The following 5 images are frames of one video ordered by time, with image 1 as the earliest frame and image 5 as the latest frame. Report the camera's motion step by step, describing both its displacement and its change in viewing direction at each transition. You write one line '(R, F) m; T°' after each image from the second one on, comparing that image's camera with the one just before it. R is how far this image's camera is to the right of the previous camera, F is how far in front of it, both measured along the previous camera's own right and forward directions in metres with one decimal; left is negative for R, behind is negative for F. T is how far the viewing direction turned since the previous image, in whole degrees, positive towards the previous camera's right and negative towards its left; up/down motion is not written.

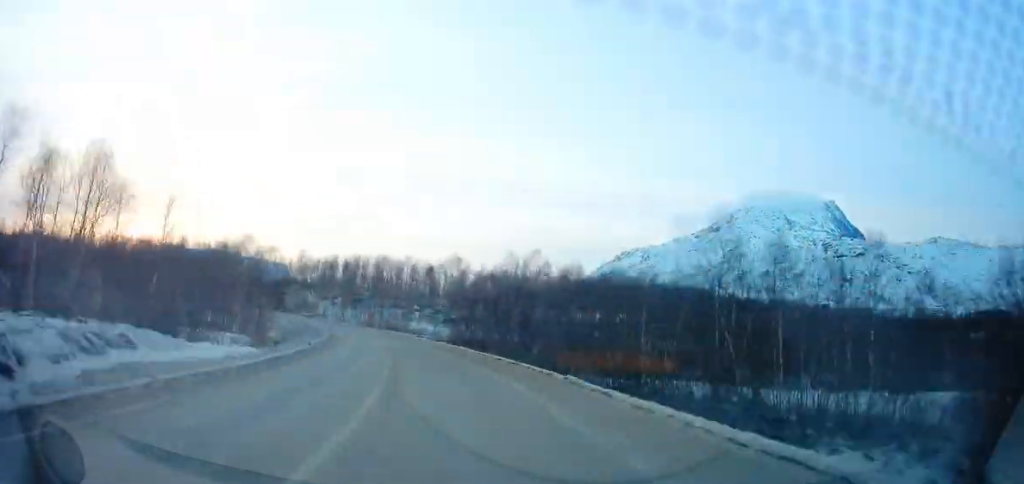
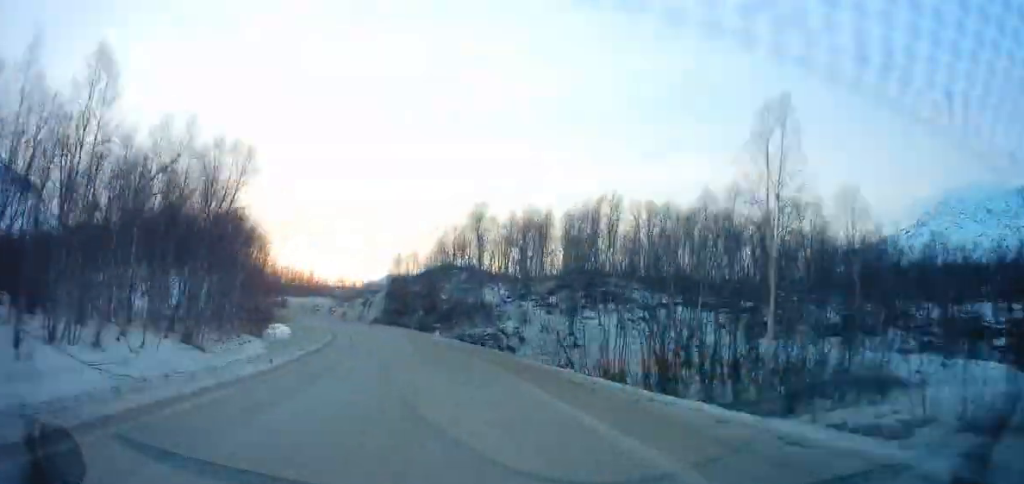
(-4.5, +76.8) m; -15°
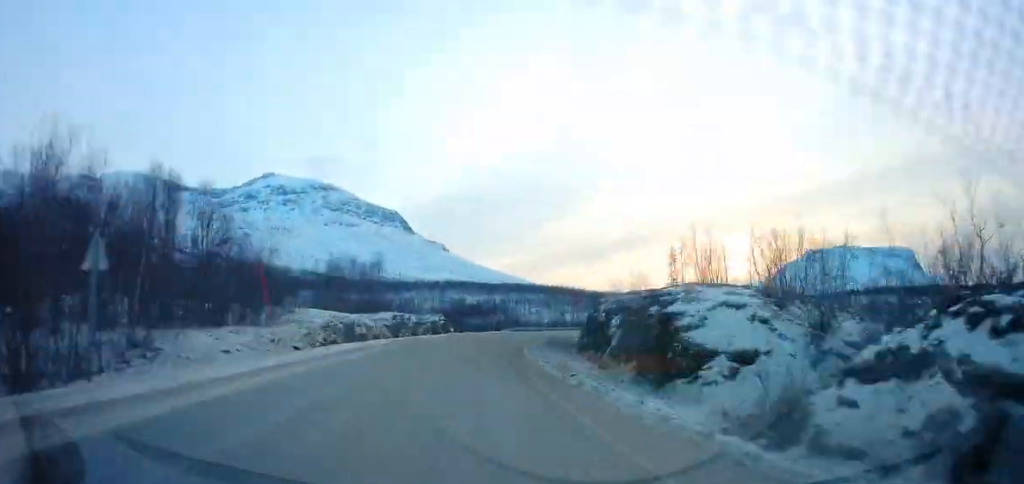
(-68.5, +328.5) m; +7°
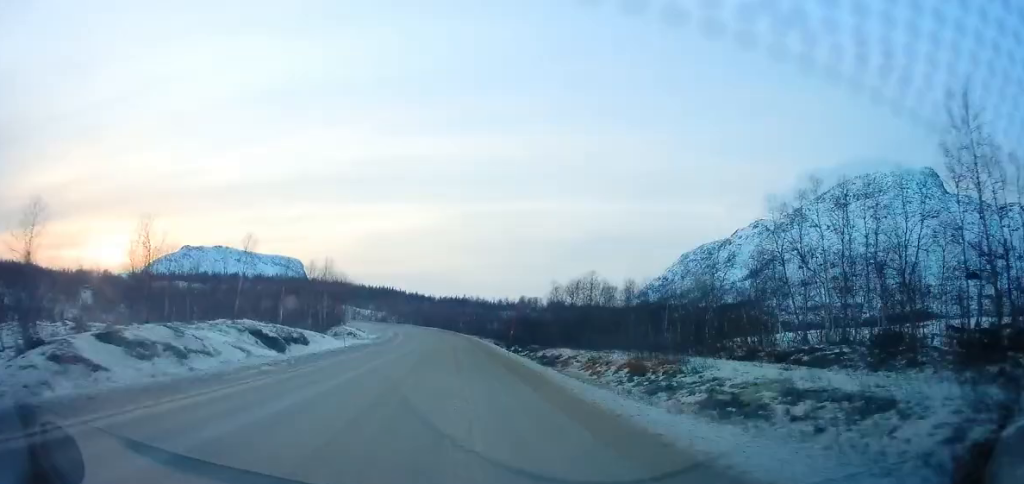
(+146.1, +299.6) m; +22°
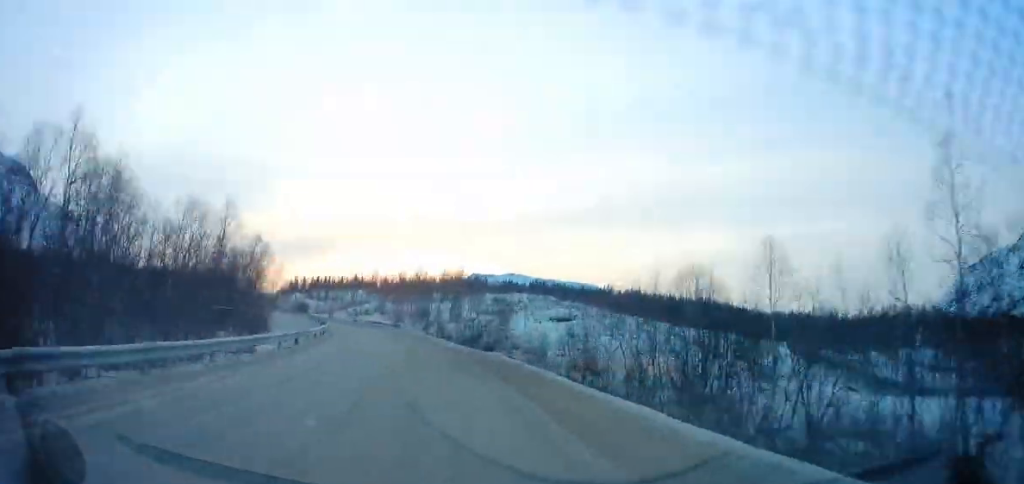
(-36.1, +158.3) m; -22°
